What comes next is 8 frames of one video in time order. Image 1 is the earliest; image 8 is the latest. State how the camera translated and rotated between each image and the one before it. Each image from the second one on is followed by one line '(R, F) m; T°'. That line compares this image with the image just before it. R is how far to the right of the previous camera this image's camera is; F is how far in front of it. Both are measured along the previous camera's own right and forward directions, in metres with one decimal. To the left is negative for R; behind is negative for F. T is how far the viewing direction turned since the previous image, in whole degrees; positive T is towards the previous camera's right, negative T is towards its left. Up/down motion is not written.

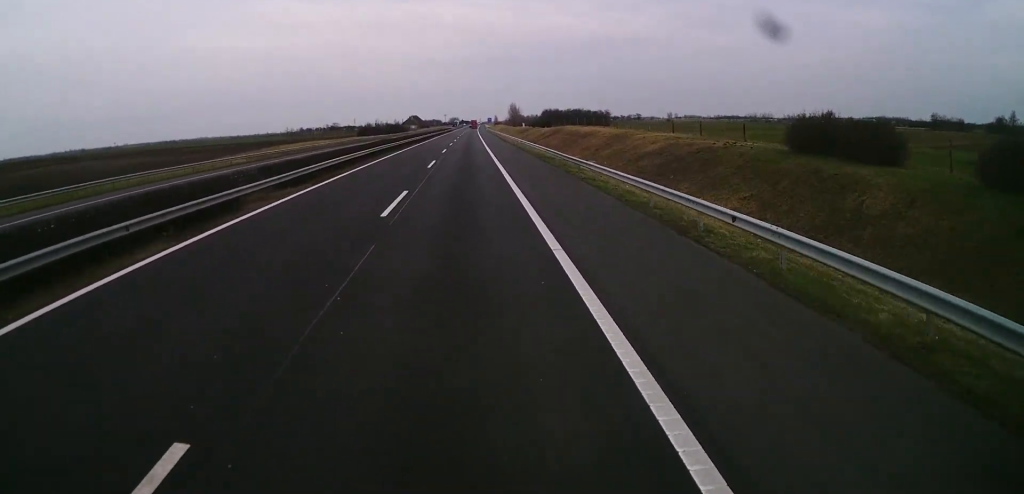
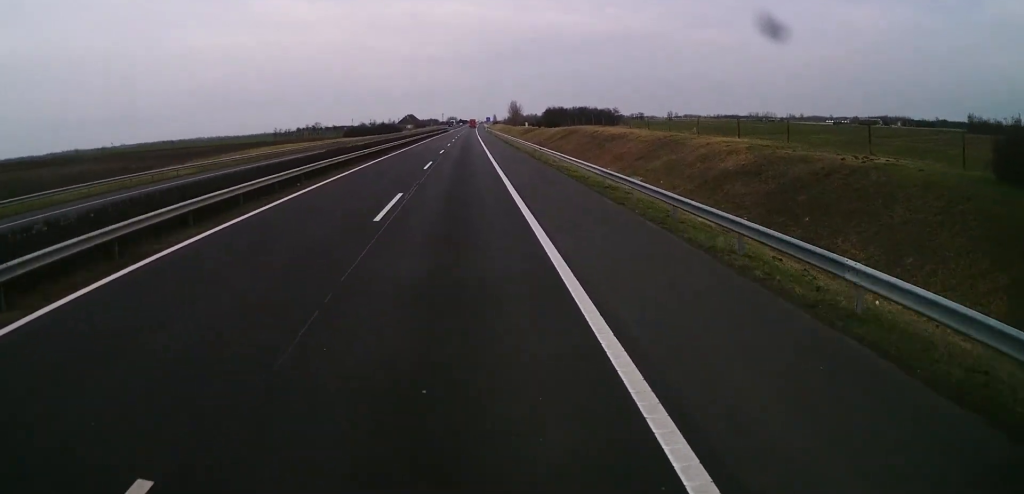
(0.0, +18.7) m; 0°
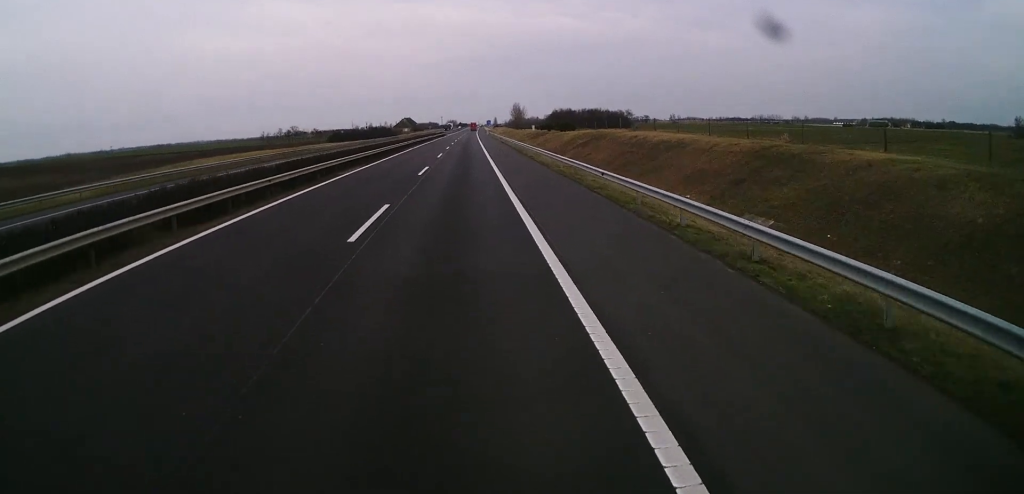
(0.0, +20.3) m; 0°
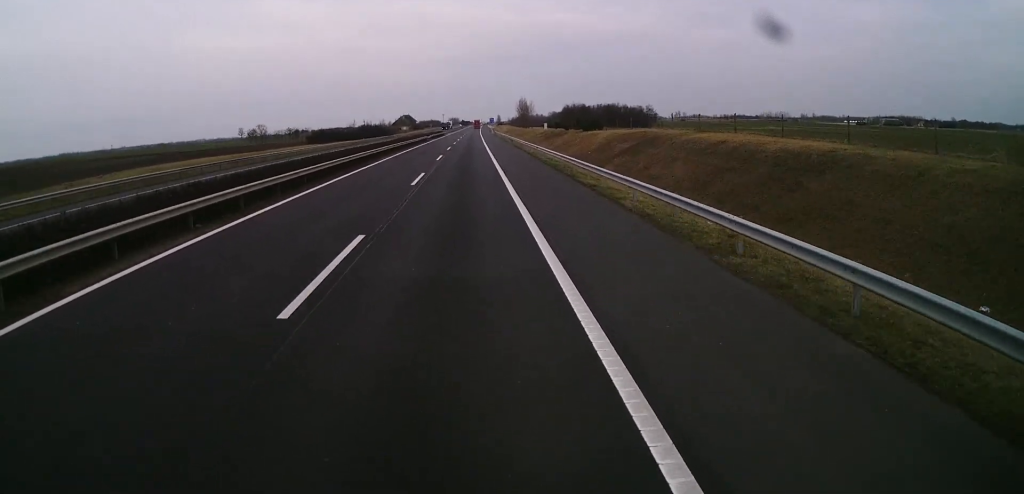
(+0.1, +20.1) m; 0°
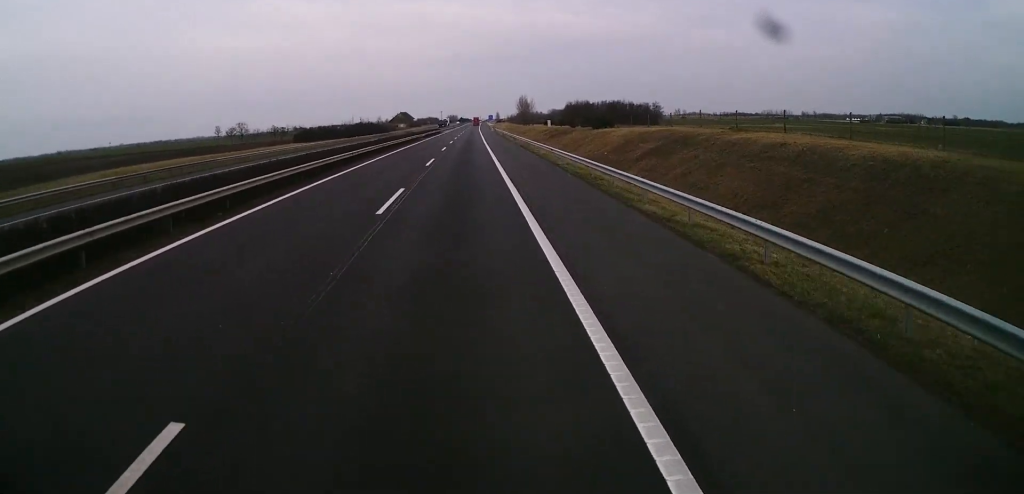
(0.0, +8.1) m; 0°
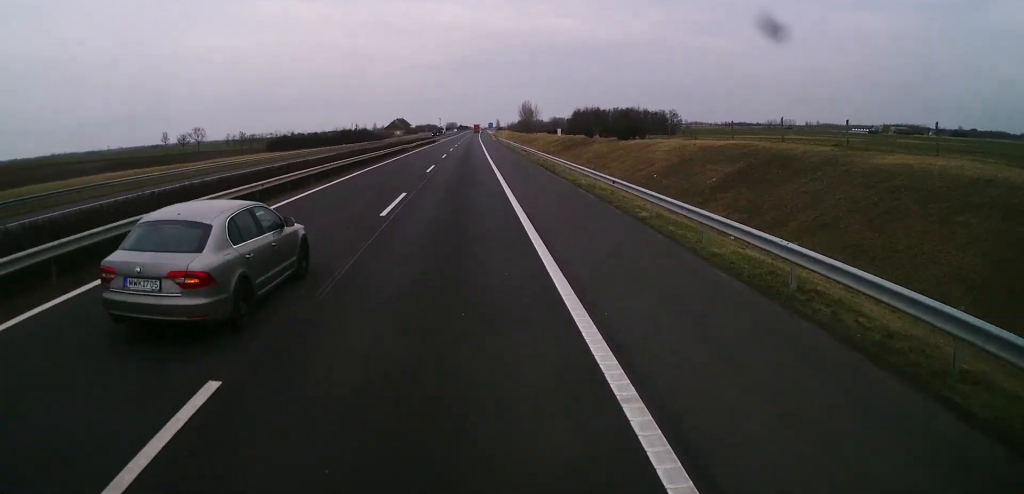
(0.0, +15.2) m; 0°
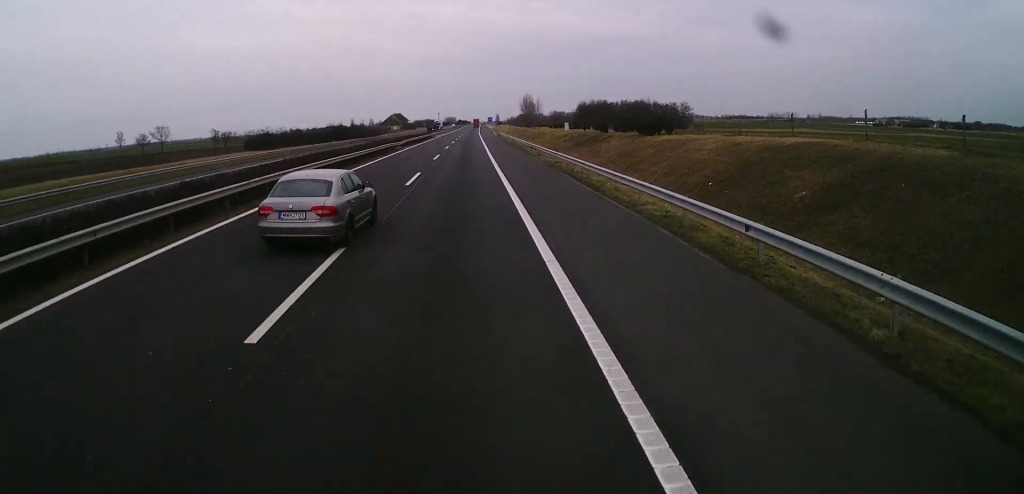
(-0.1, +9.9) m; 0°
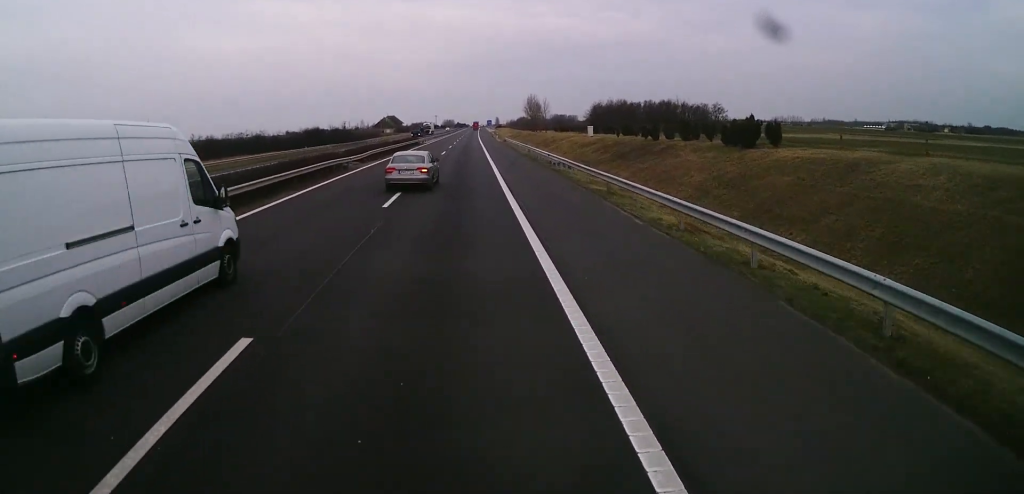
(+0.2, +22.6) m; +1°
